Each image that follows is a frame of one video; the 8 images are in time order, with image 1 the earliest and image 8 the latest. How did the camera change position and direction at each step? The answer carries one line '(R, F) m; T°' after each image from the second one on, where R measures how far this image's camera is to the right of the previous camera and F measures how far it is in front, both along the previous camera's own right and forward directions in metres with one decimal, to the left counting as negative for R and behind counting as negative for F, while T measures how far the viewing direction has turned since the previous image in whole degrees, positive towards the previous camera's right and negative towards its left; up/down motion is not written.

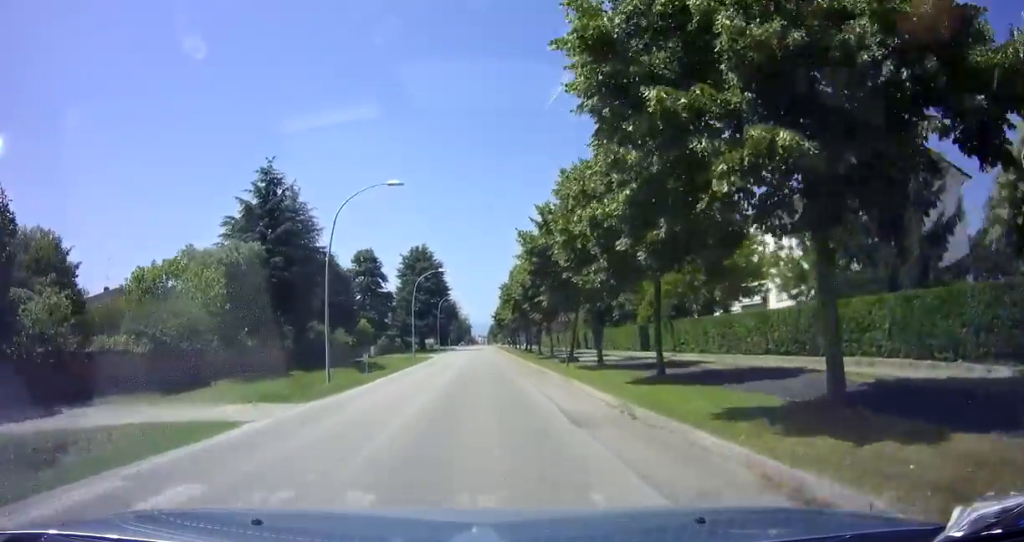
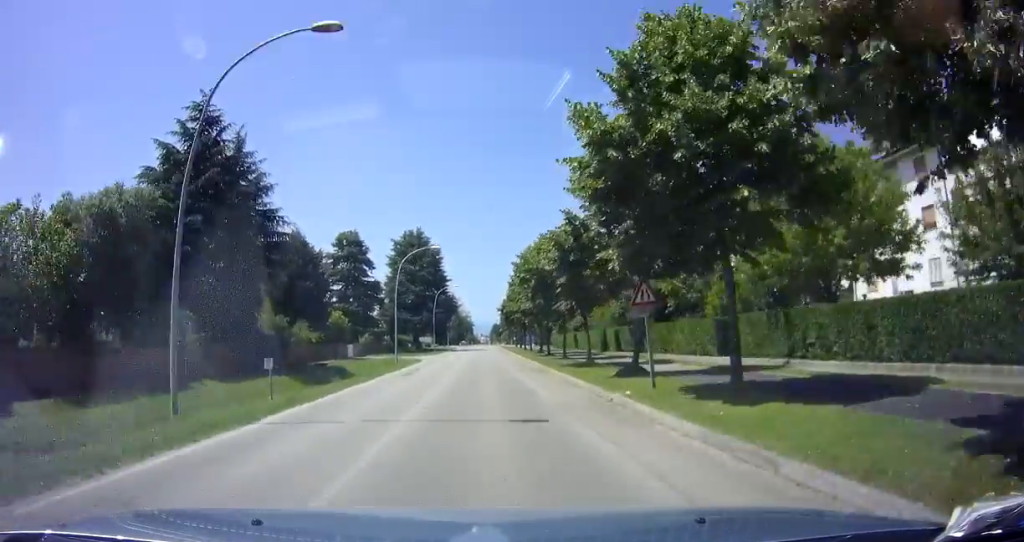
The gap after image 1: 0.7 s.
(0.0, +12.2) m; -1°
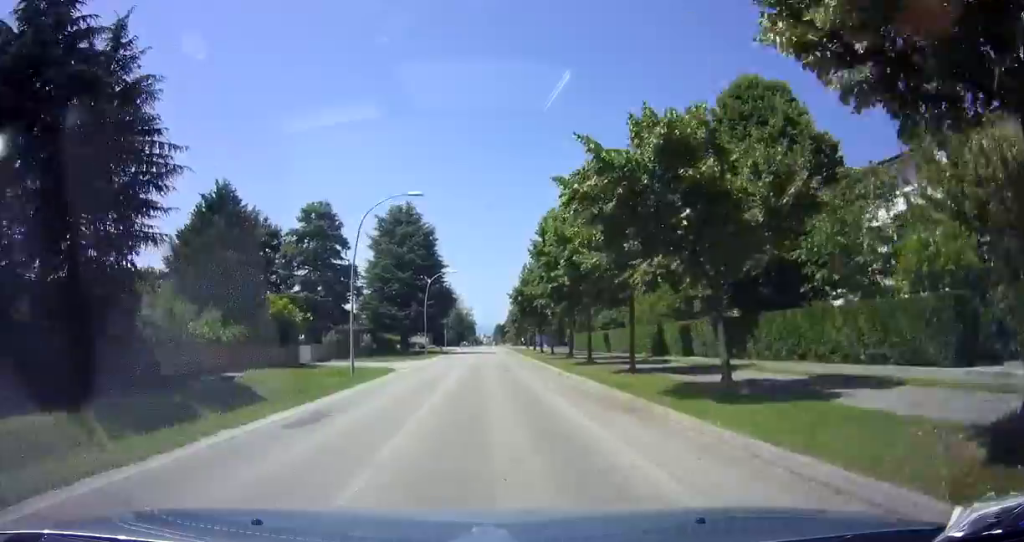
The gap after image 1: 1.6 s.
(-0.4, +15.2) m; 0°
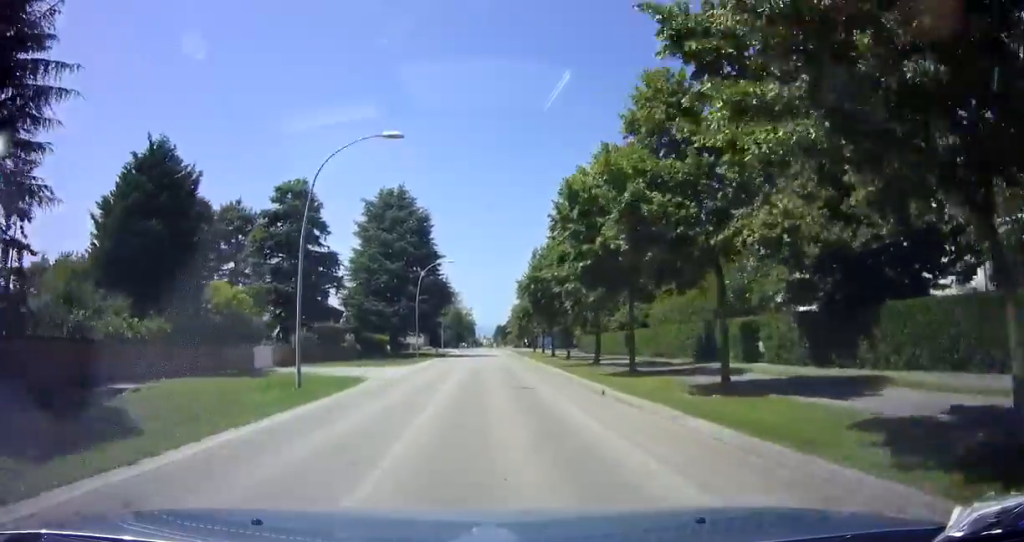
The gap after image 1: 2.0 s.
(+0.2, +7.6) m; 0°
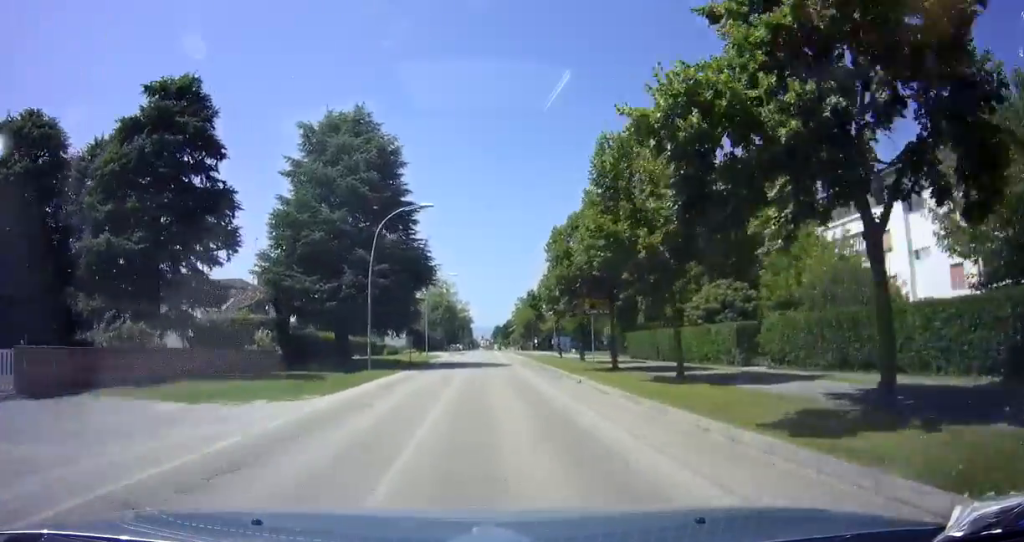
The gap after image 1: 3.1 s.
(+0.2, +20.1) m; 0°
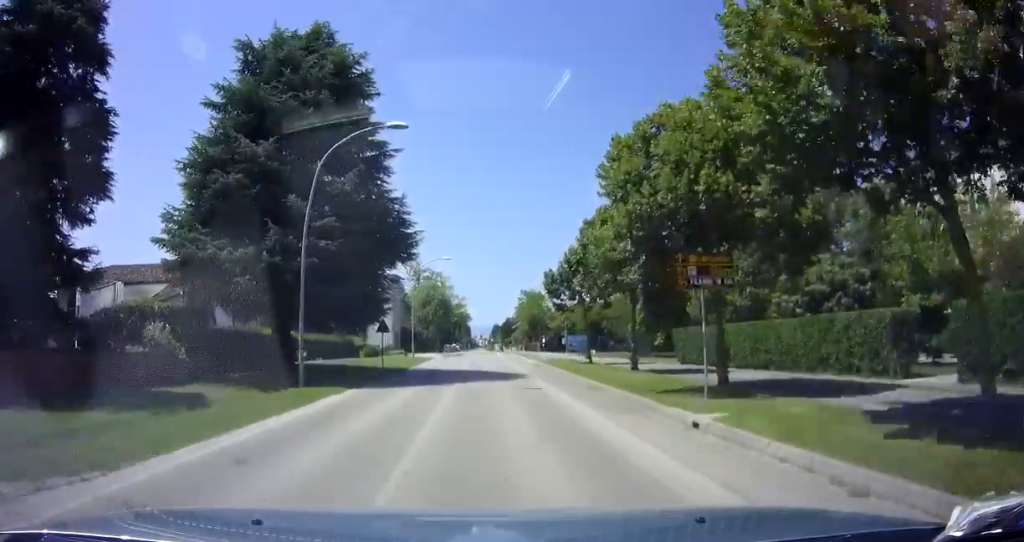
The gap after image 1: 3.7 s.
(0.0, +10.7) m; 0°
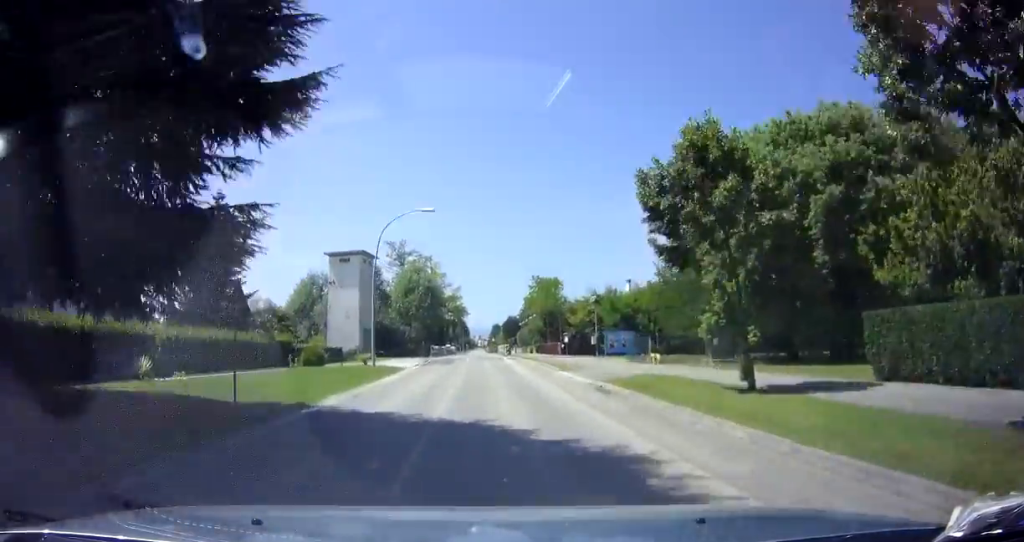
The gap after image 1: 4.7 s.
(0.0, +17.8) m; 0°
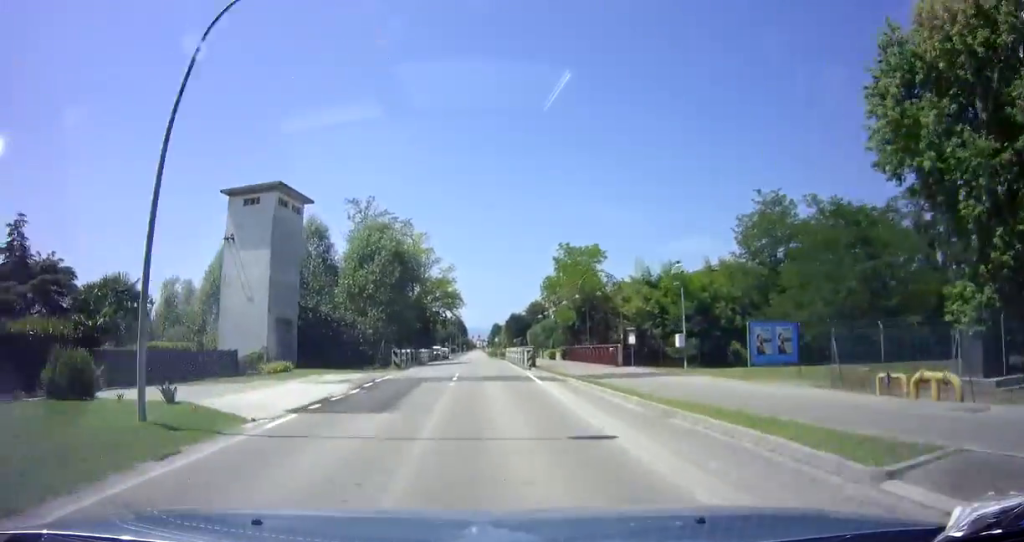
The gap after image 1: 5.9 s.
(+0.1, +20.7) m; 0°
